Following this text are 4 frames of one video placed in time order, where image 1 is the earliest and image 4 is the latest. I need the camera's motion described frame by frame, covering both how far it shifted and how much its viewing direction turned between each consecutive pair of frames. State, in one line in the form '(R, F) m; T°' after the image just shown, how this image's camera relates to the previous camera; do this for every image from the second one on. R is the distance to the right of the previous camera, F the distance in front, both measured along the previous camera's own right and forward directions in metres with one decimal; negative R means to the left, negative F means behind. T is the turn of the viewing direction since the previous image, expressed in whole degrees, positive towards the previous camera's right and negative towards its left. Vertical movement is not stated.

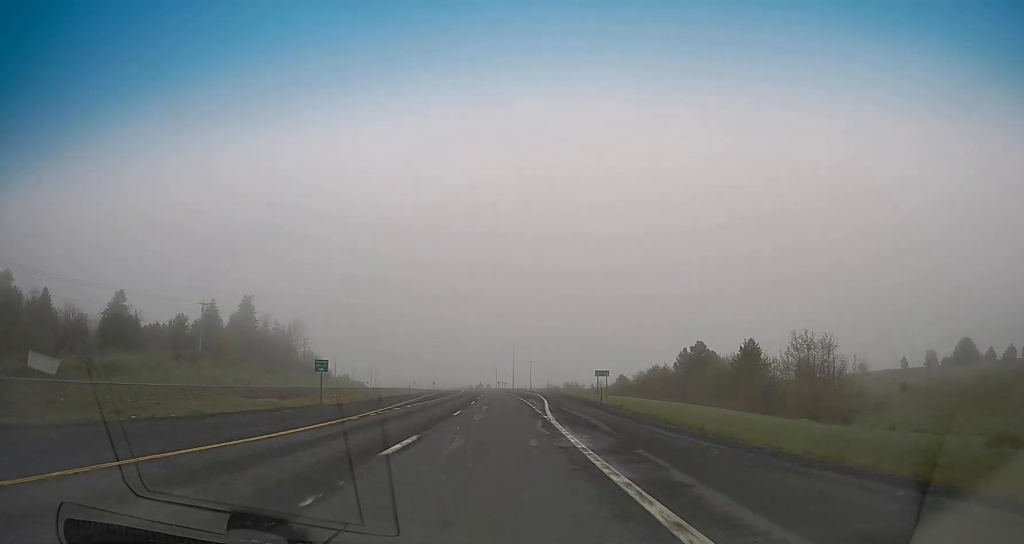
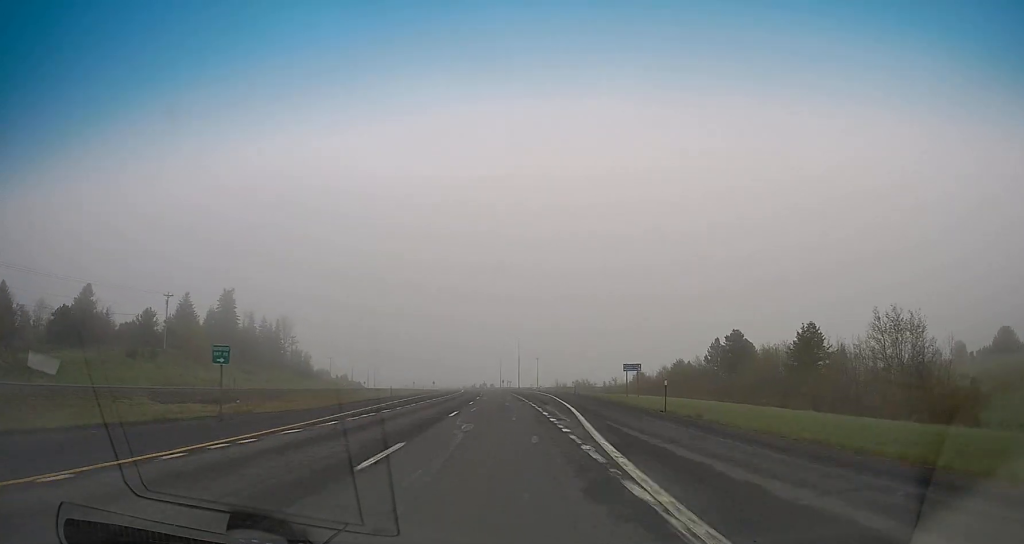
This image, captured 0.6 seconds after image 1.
(-0.2, +17.5) m; -1°
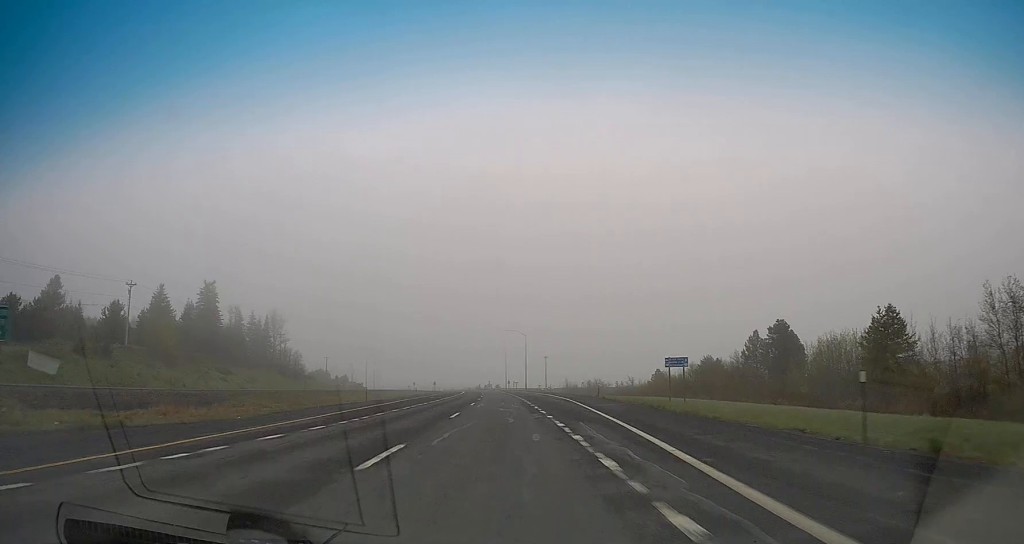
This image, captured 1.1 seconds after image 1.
(-0.2, +15.5) m; -1°
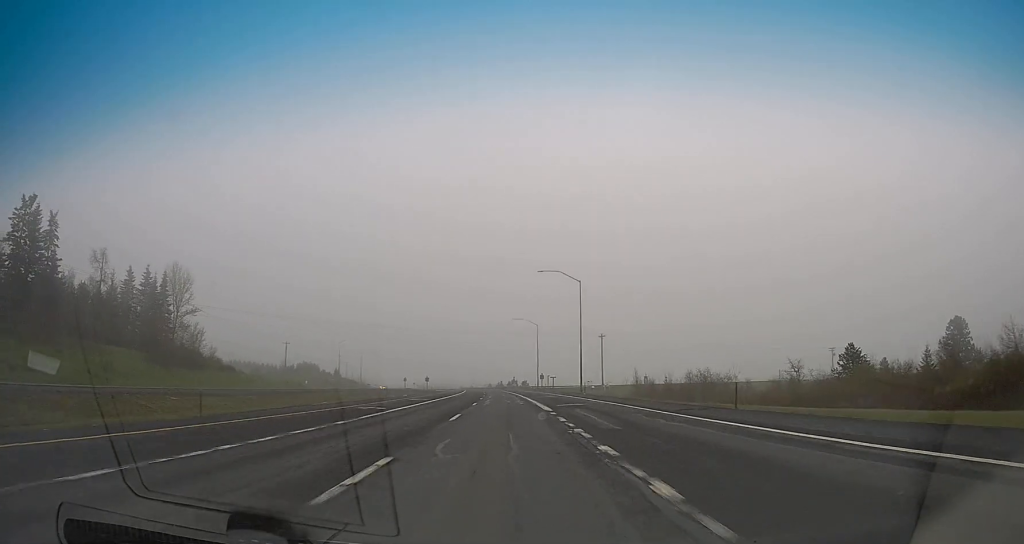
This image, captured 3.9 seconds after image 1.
(-0.6, +79.9) m; -1°
